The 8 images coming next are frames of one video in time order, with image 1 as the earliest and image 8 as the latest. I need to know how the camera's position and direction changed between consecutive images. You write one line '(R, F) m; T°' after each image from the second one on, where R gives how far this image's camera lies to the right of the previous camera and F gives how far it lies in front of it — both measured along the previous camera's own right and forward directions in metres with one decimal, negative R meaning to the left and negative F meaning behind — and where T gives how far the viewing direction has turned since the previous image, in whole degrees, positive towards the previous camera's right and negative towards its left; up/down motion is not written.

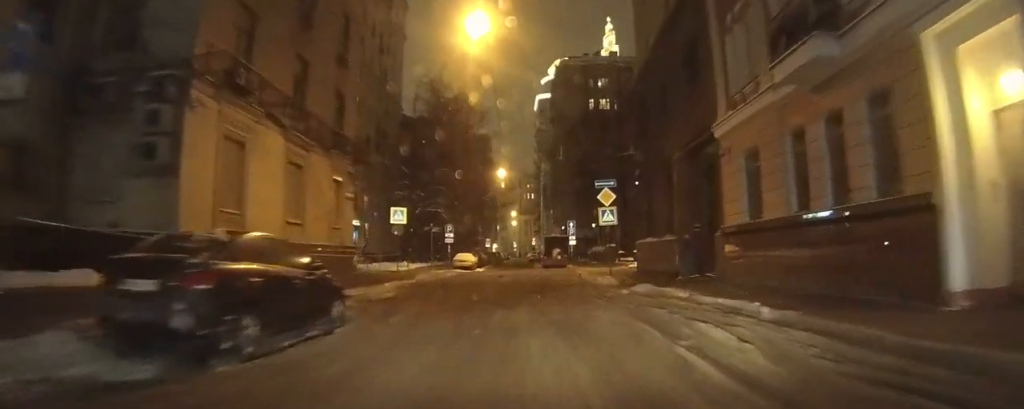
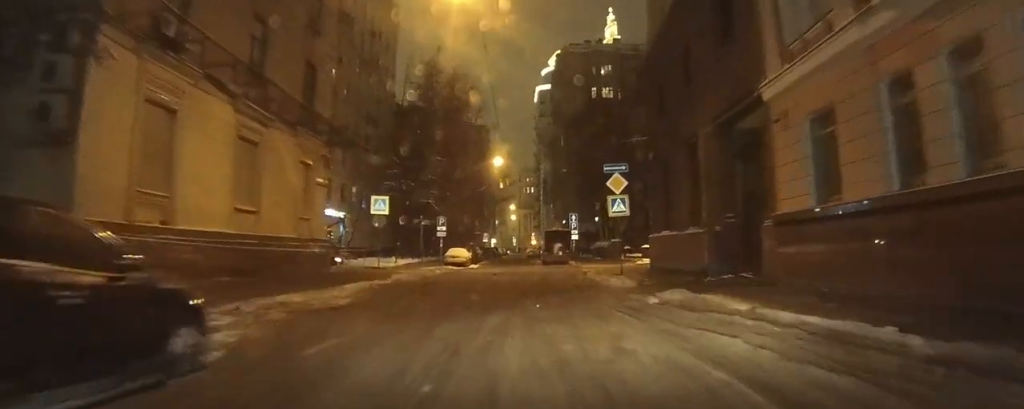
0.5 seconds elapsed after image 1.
(0.0, +3.9) m; -2°
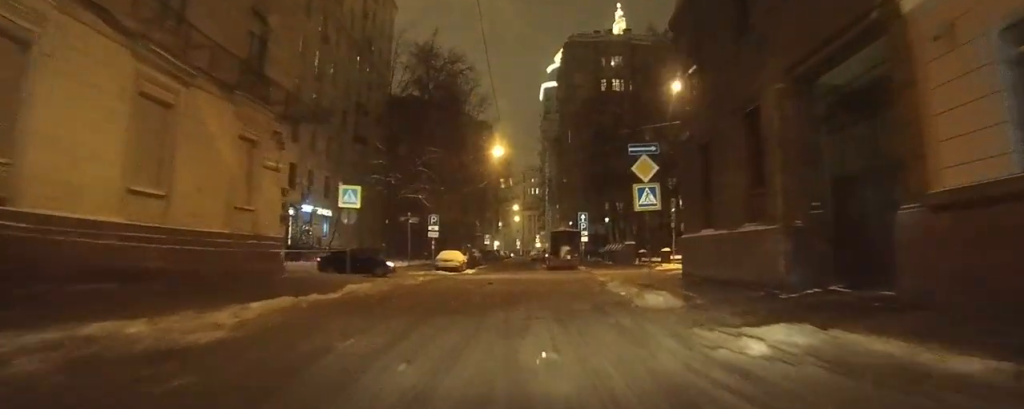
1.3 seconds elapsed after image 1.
(-0.2, +5.6) m; -2°
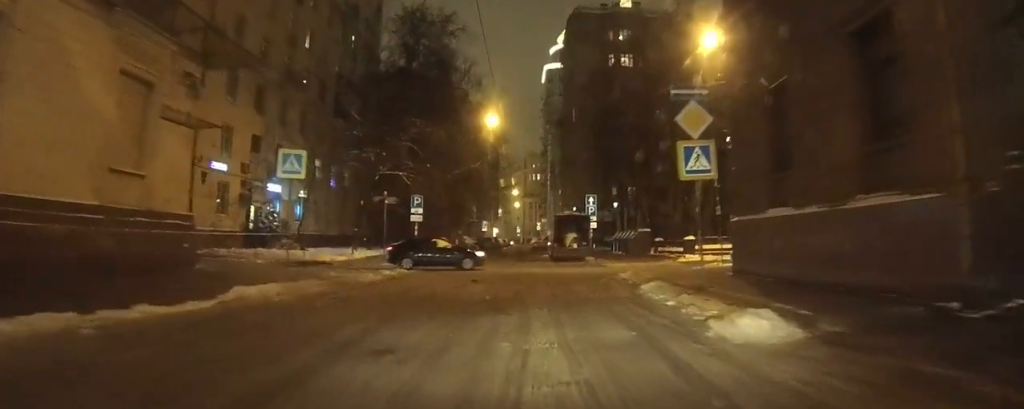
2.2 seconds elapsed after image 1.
(0.0, +6.3) m; -1°
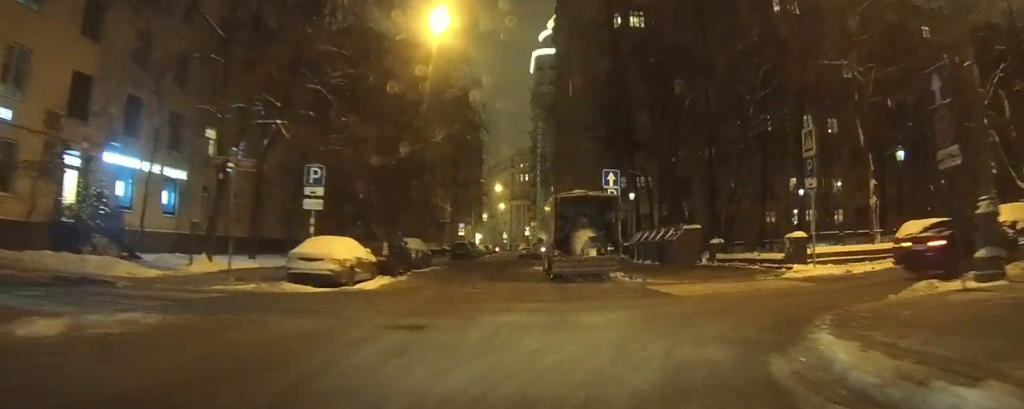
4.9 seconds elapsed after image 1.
(+2.7, +15.1) m; +23°
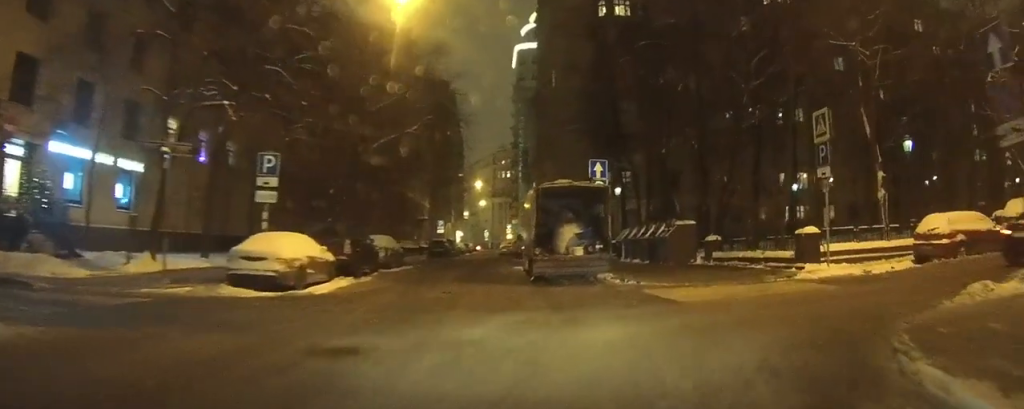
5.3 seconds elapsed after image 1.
(+0.7, +2.3) m; -1°
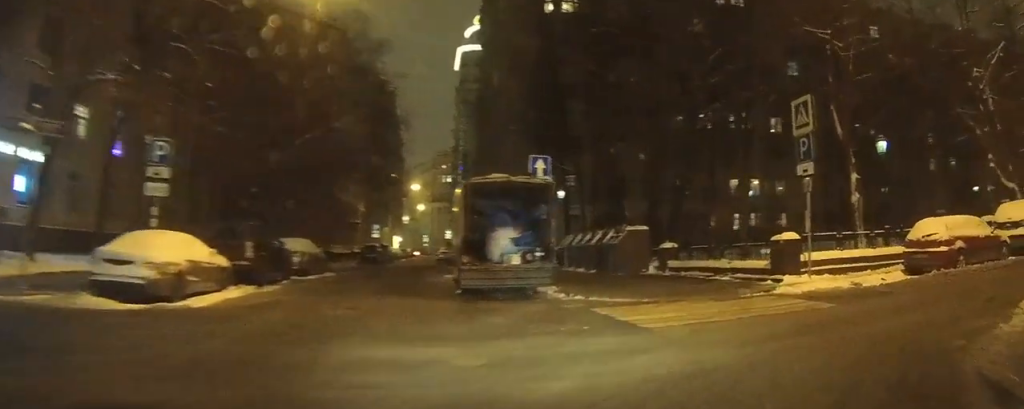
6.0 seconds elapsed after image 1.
(-1.0, +2.4) m; -14°
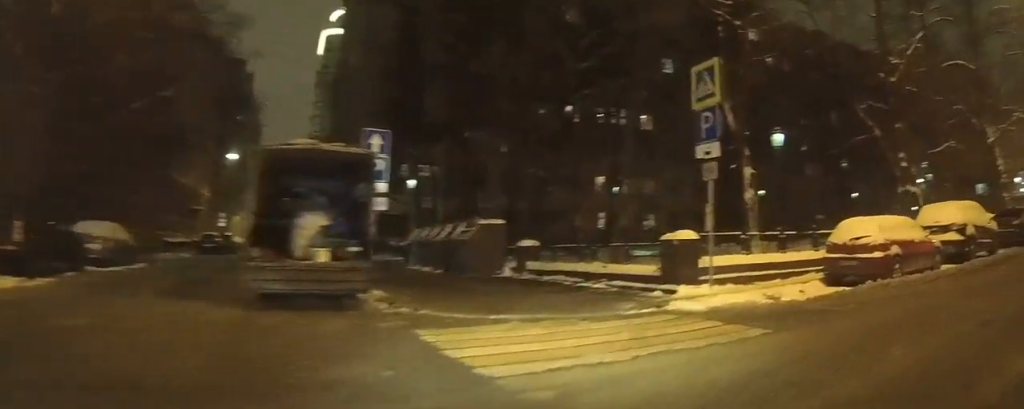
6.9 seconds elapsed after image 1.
(-0.5, +3.4) m; +6°
